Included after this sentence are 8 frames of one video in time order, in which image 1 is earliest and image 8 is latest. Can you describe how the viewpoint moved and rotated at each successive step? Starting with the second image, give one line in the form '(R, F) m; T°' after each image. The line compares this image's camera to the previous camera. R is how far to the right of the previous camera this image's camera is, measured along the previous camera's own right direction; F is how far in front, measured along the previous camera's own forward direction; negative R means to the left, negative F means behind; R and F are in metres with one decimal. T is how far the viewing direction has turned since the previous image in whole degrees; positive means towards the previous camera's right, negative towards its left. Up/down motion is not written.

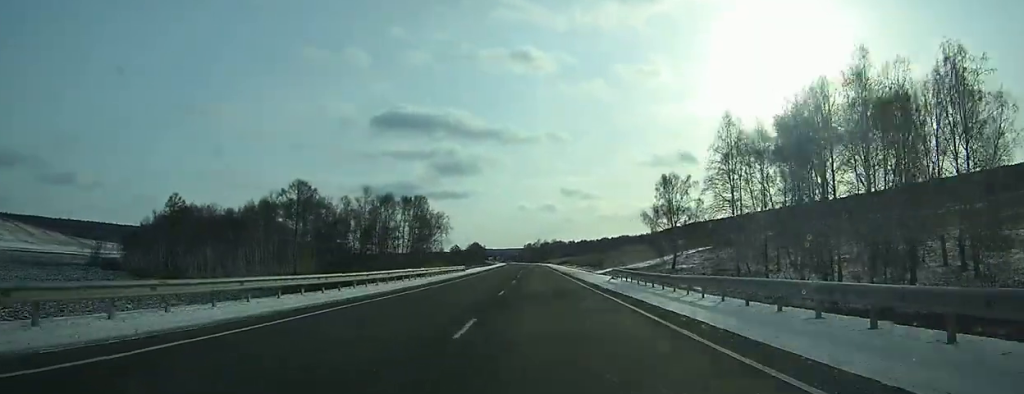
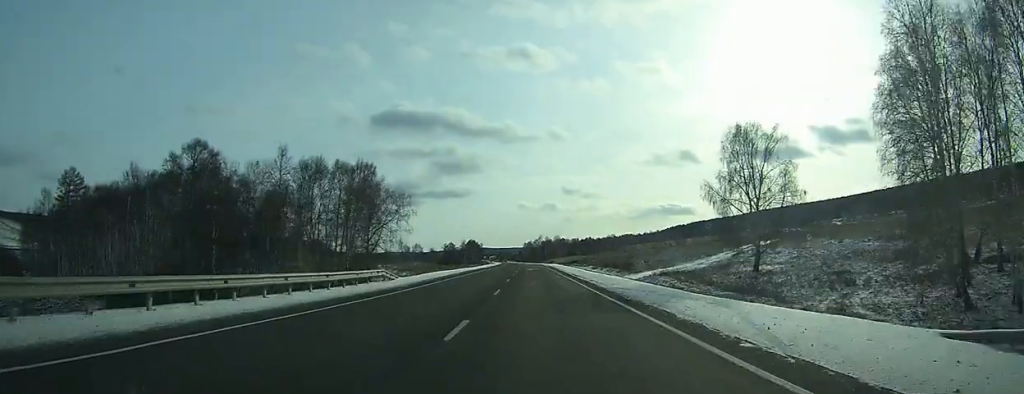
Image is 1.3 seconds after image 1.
(-0.1, +34.9) m; 0°
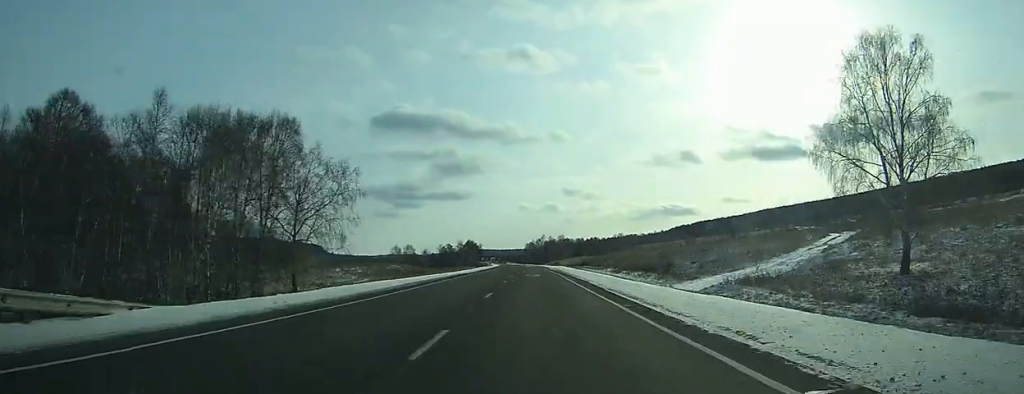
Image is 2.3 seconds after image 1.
(-0.1, +26.0) m; 0°
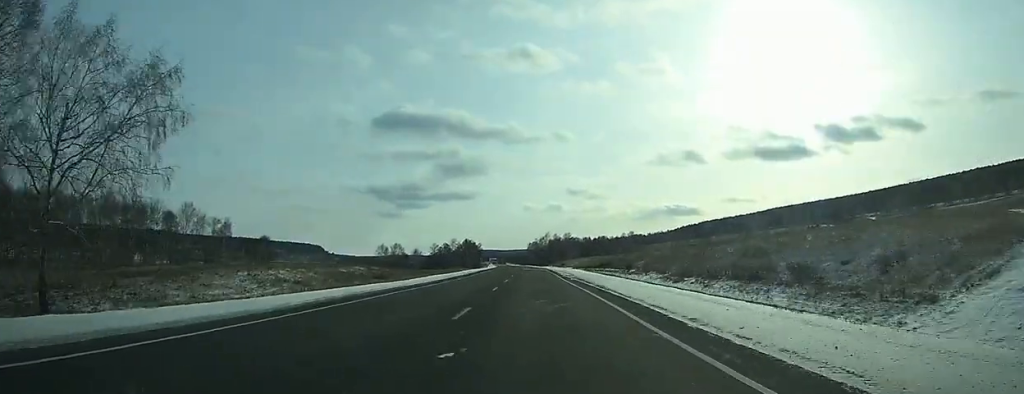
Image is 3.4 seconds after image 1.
(0.0, +32.1) m; 0°
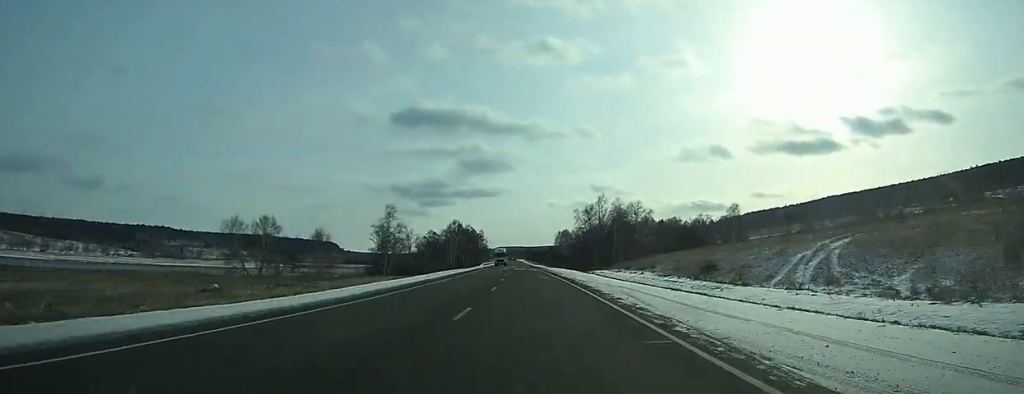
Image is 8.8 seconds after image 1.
(-3.0, +145.4) m; -2°
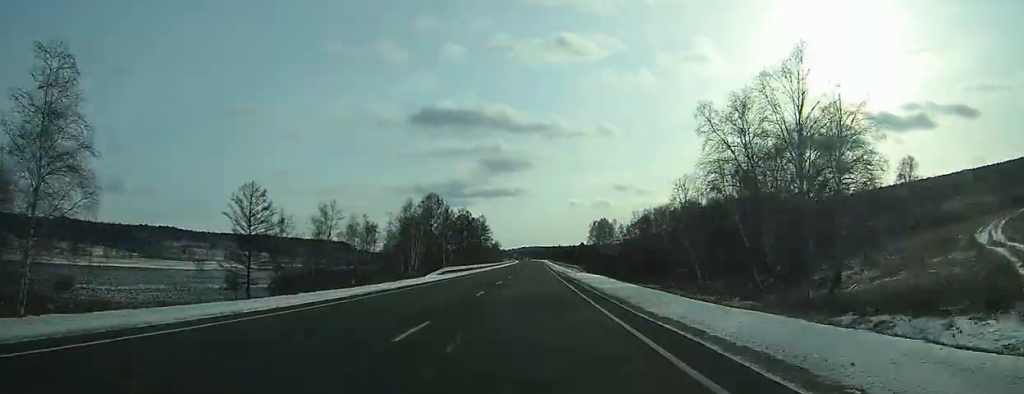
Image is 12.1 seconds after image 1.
(-1.0, +84.8) m; -1°
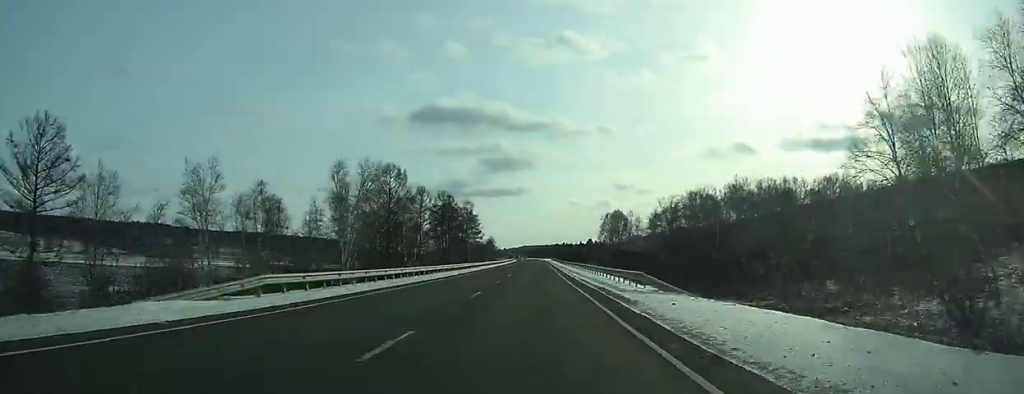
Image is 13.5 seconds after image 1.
(0.0, +39.2) m; 0°
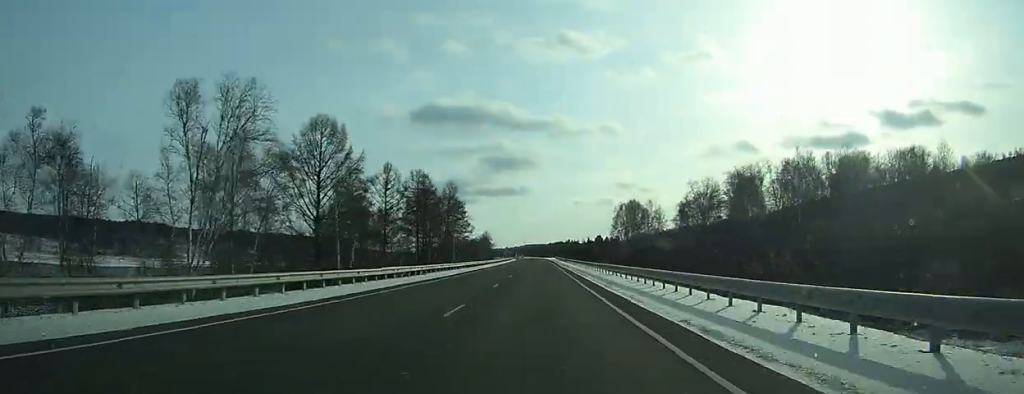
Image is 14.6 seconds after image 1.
(-0.1, +31.6) m; 0°
